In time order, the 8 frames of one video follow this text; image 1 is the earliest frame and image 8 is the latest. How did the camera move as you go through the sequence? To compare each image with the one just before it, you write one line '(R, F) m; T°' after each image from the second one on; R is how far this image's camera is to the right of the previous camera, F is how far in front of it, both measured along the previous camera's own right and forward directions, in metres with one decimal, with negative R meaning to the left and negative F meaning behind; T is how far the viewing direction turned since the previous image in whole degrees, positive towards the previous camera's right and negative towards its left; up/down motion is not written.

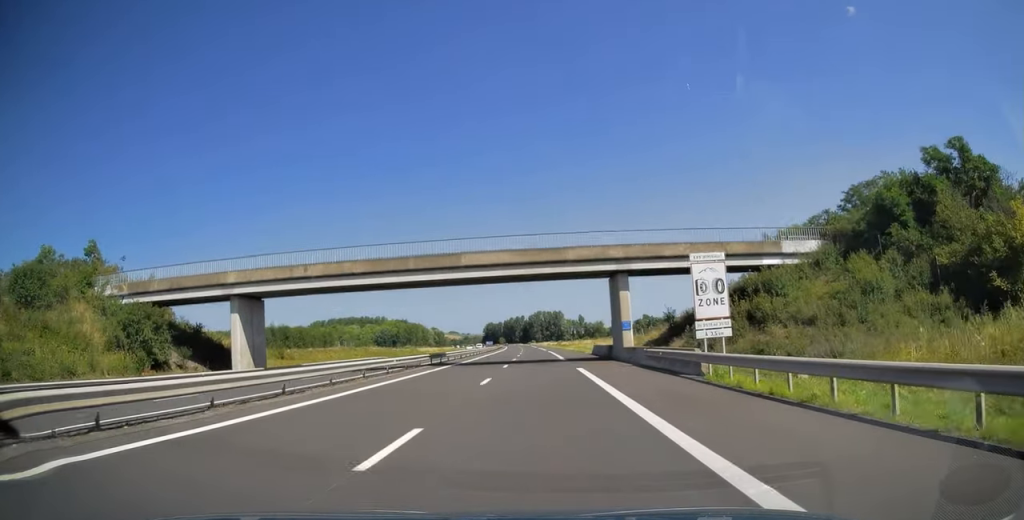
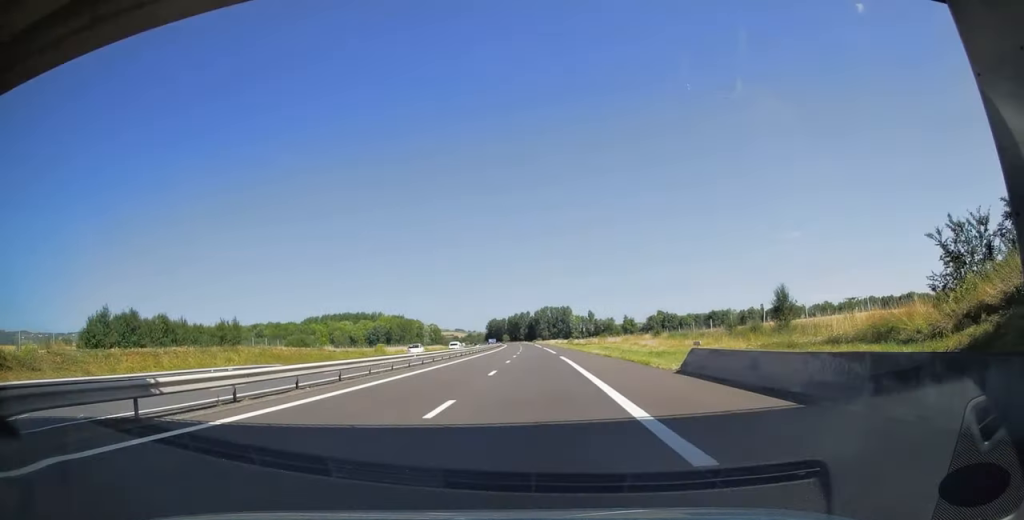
(-0.2, +34.8) m; 0°
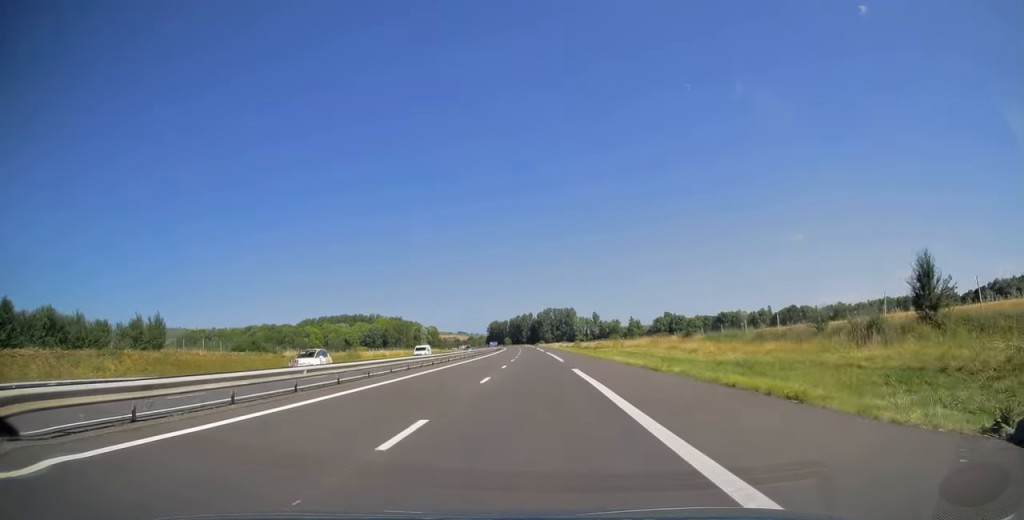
(0.0, +16.1) m; 0°
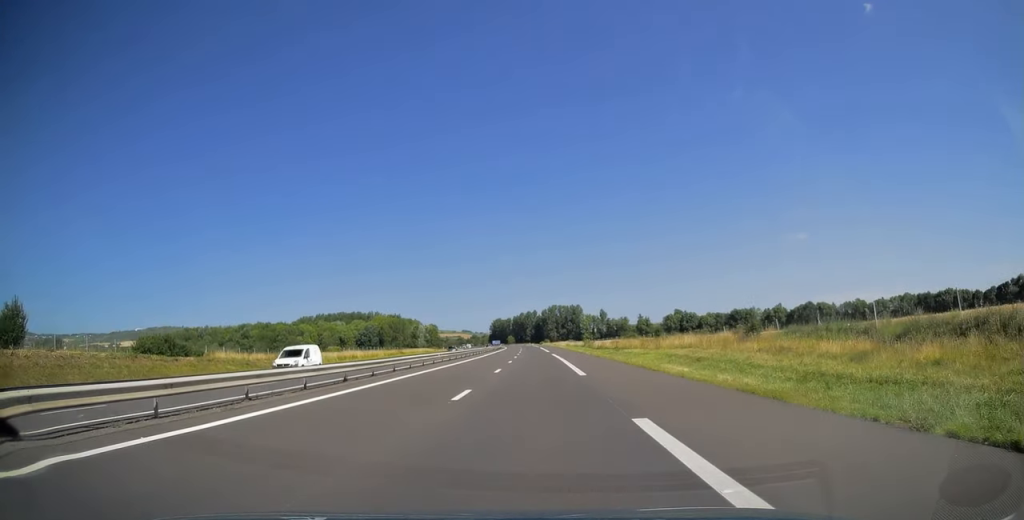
(0.0, +19.4) m; 0°
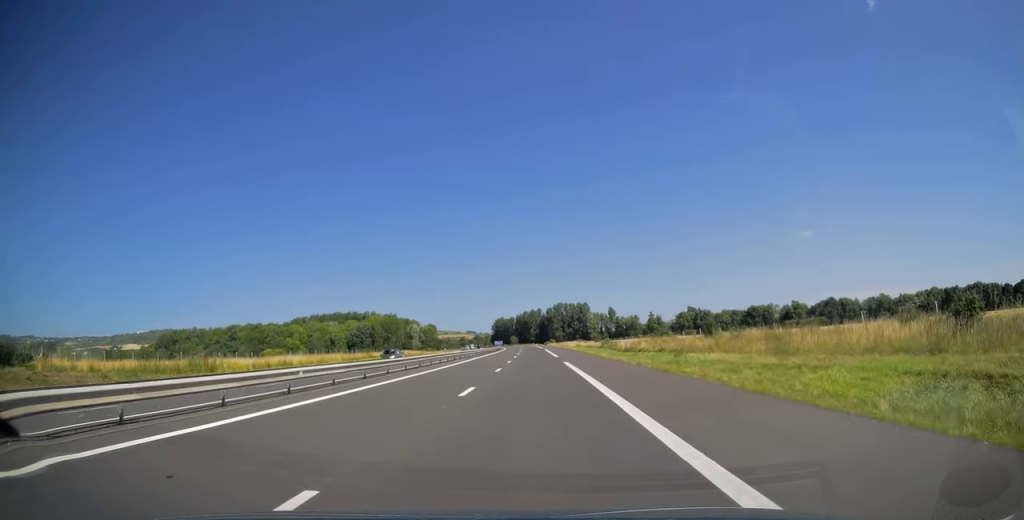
(-0.1, +25.3) m; -1°
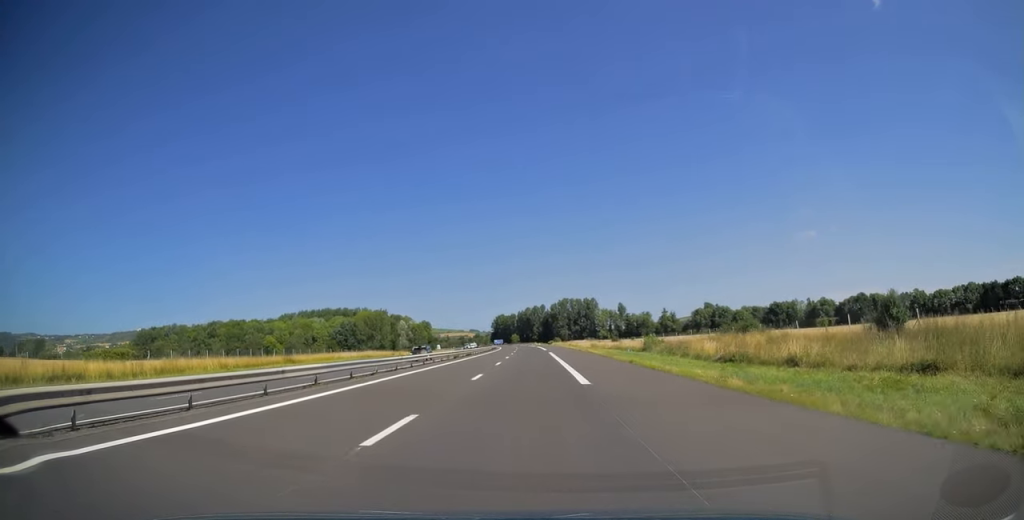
(-0.2, +33.3) m; -1°
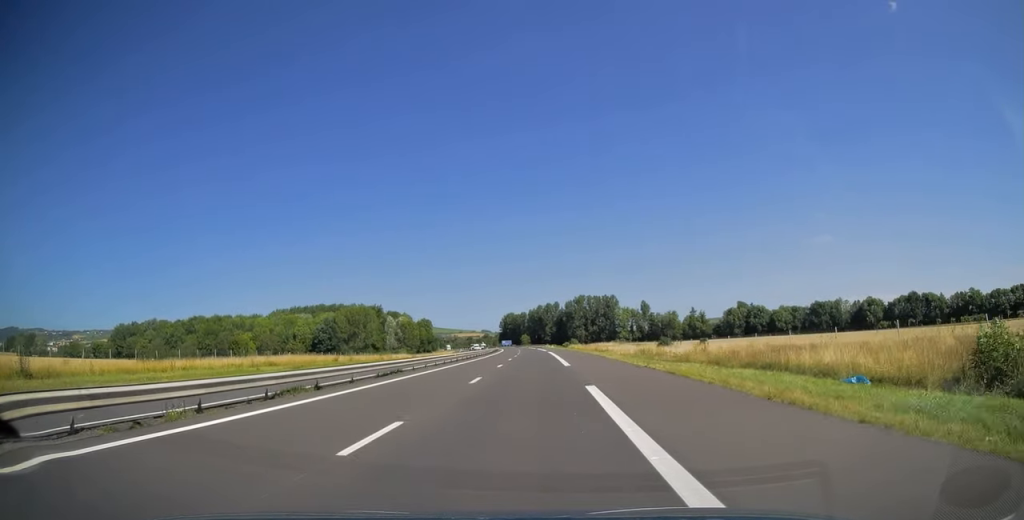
(-0.4, +40.2) m; -1°
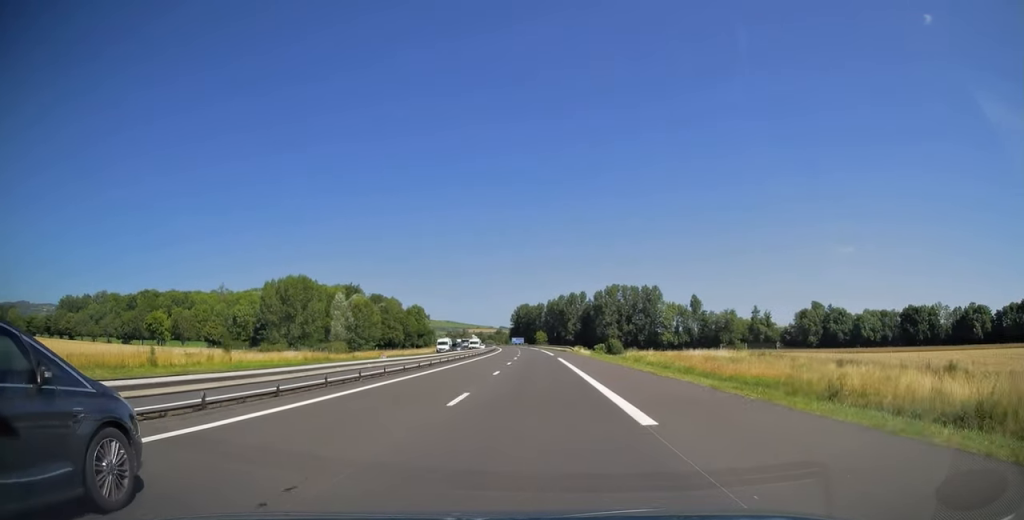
(-0.8, +72.3) m; -2°
